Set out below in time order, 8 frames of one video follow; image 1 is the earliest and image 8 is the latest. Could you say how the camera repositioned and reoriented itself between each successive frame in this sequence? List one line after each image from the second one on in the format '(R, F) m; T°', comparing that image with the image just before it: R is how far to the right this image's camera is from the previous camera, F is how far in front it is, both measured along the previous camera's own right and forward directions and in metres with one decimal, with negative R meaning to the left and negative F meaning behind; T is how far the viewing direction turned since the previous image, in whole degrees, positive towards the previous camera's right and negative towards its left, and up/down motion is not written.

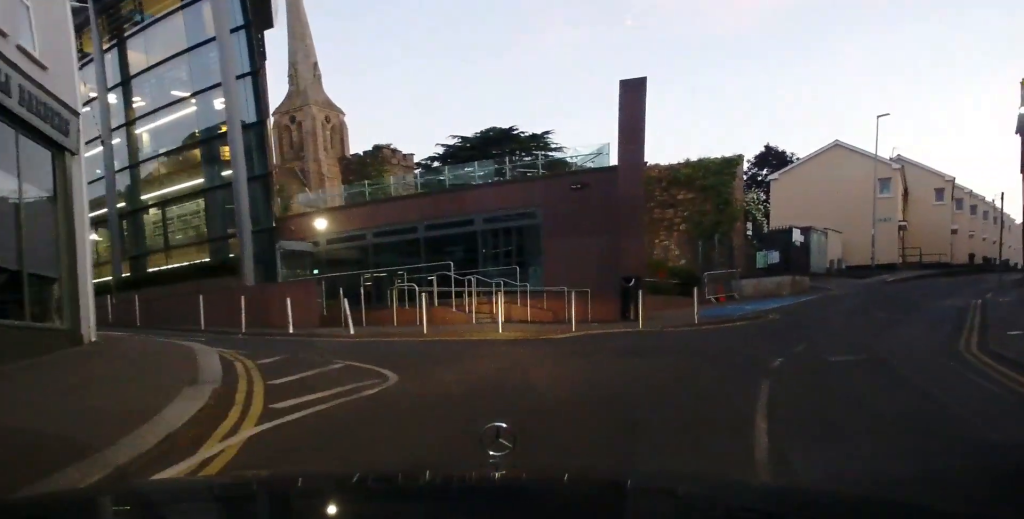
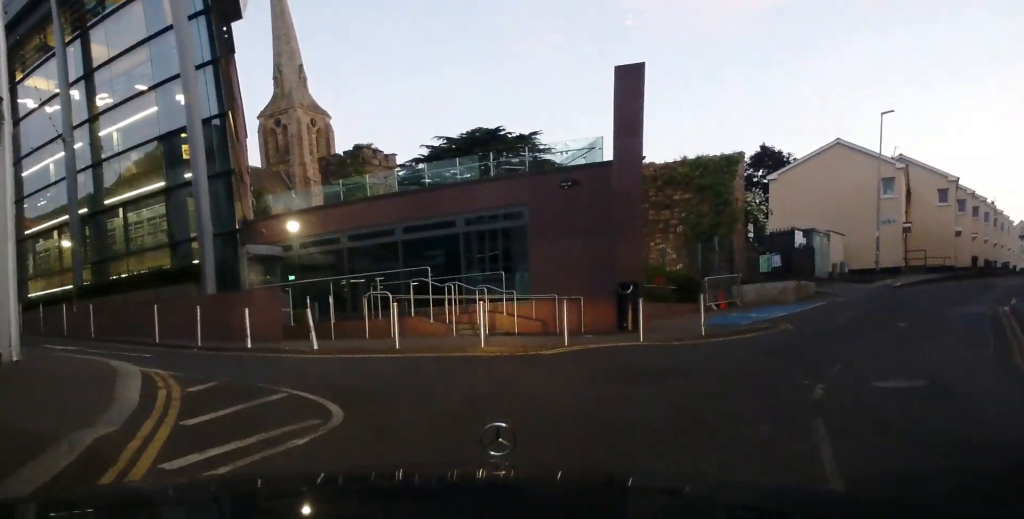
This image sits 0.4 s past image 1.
(0.0, +1.9) m; +1°
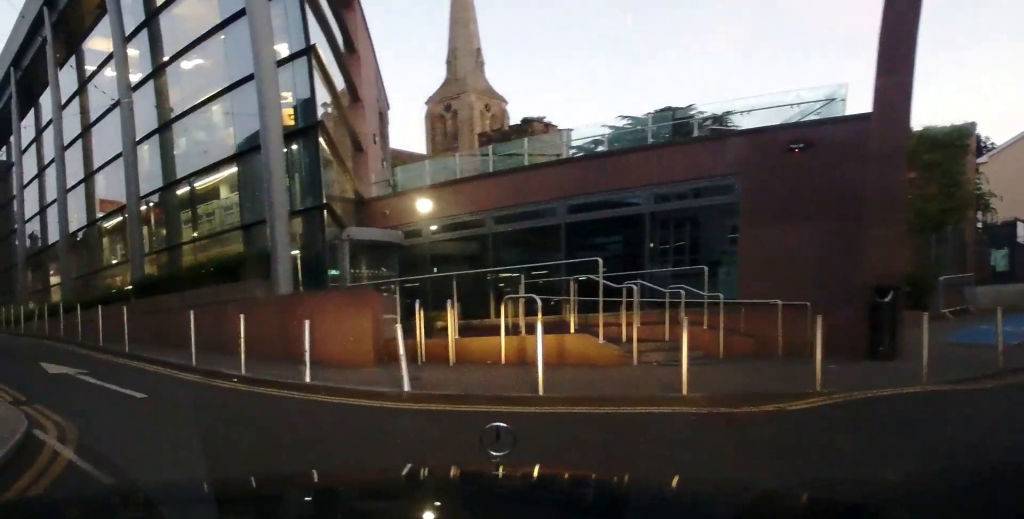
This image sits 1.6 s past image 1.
(-0.1, +5.4) m; -12°
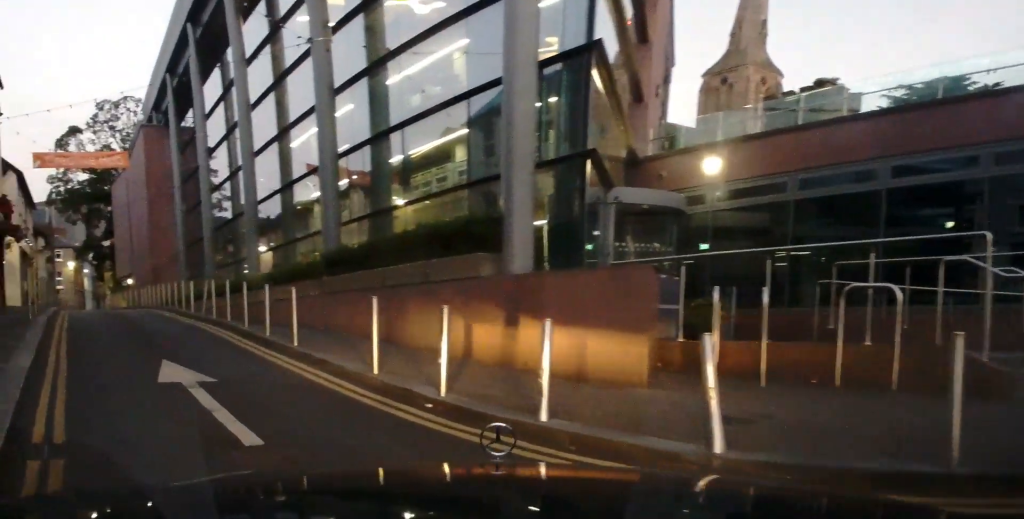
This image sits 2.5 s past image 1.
(-0.6, +3.7) m; -18°
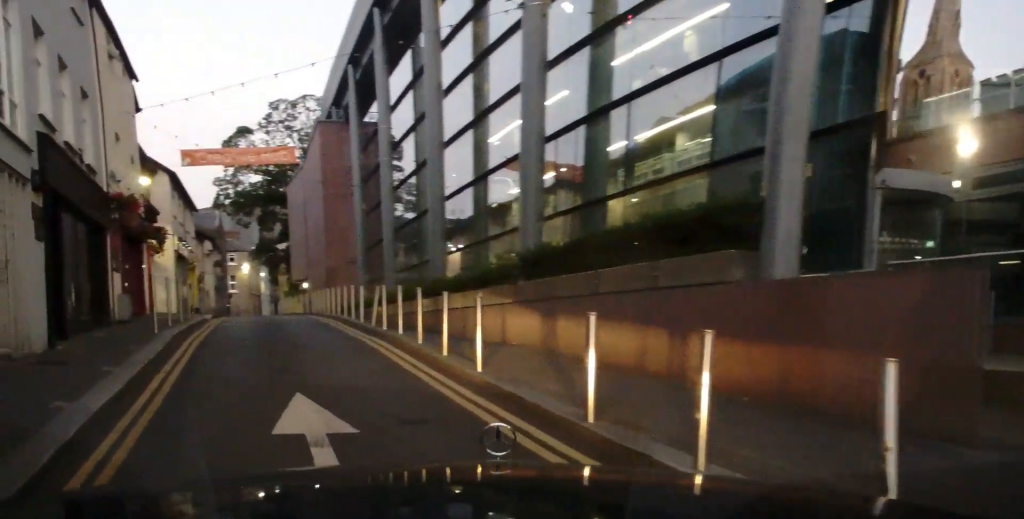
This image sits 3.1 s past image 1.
(-0.2, +2.6) m; -14°
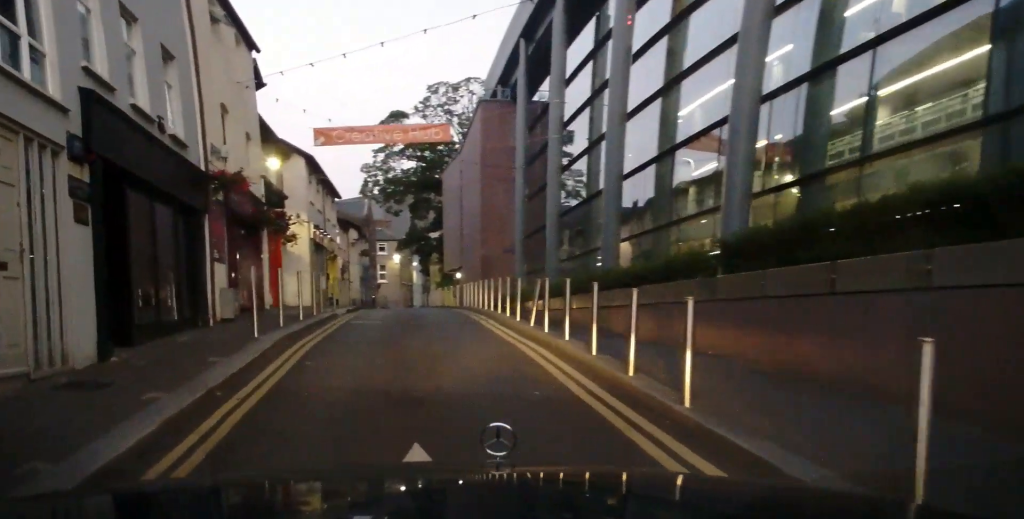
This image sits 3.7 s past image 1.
(-0.4, +2.6) m; -10°
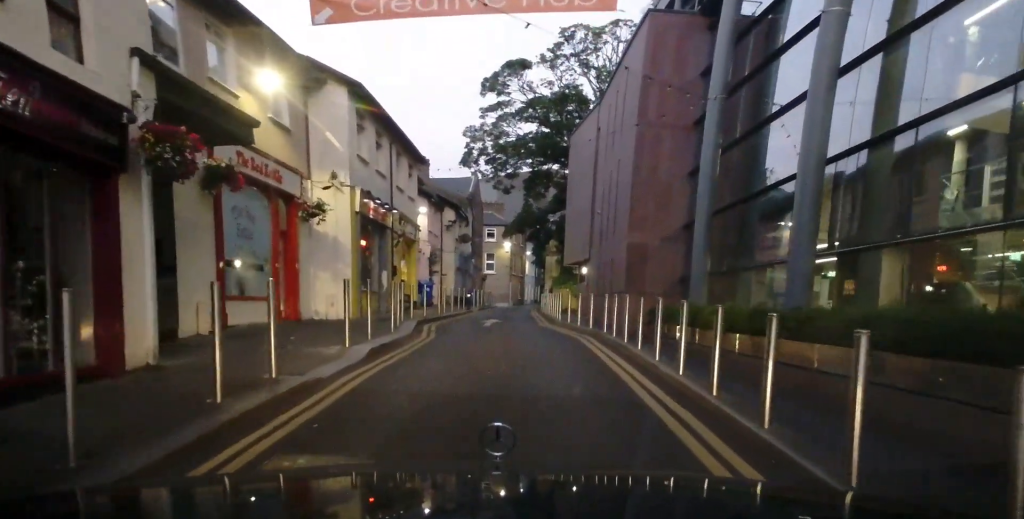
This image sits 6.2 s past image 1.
(-2.1, +11.5) m; -11°
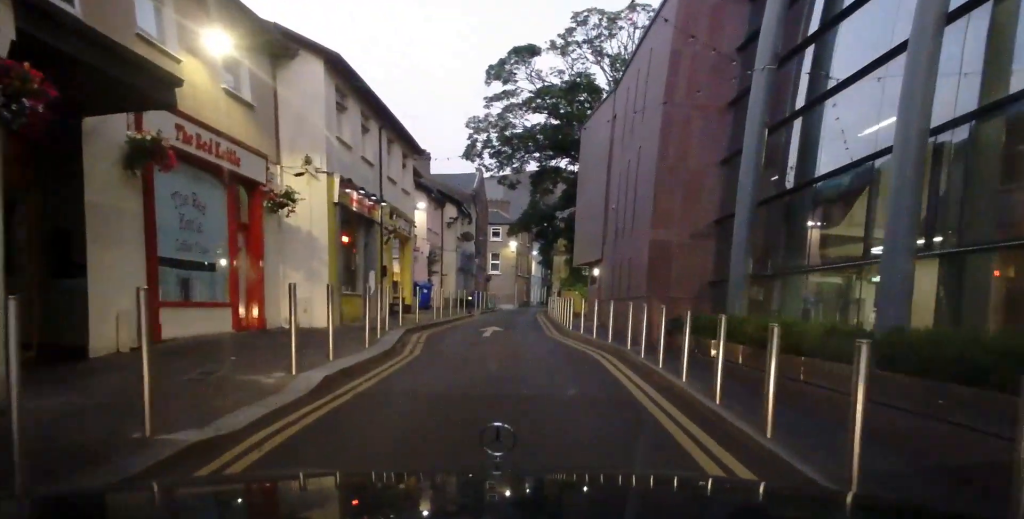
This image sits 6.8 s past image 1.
(+0.1, +2.9) m; +1°
